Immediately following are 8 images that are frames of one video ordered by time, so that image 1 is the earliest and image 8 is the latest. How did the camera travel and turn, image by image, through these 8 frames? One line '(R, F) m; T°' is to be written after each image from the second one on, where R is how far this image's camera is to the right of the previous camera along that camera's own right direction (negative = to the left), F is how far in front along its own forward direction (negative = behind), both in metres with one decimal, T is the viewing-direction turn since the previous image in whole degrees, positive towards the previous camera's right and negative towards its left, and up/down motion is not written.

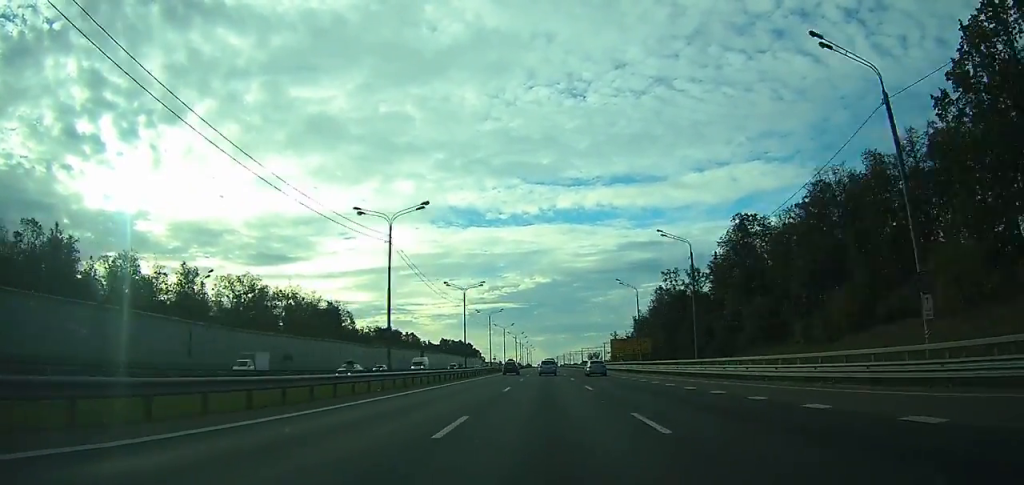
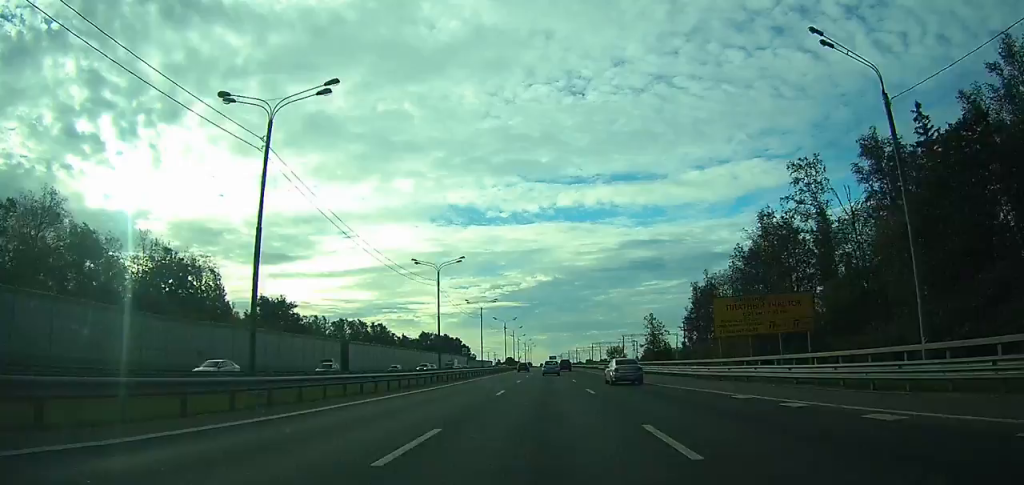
(0.0, +63.9) m; 0°
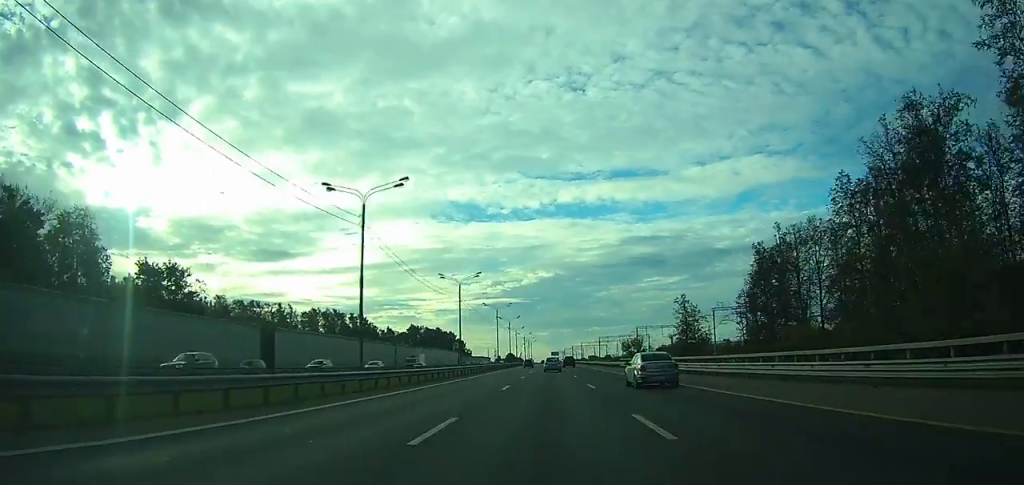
(-0.1, +30.2) m; 0°
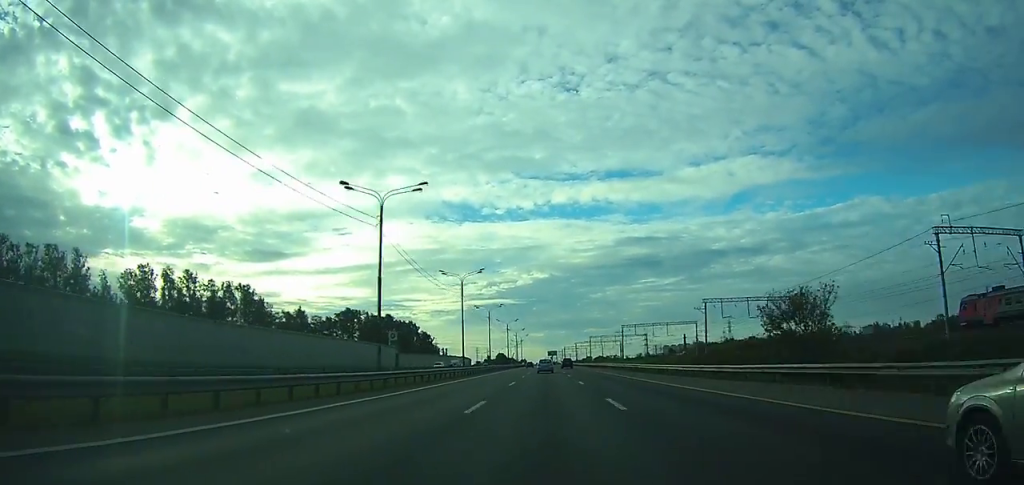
(+0.1, +87.9) m; 0°
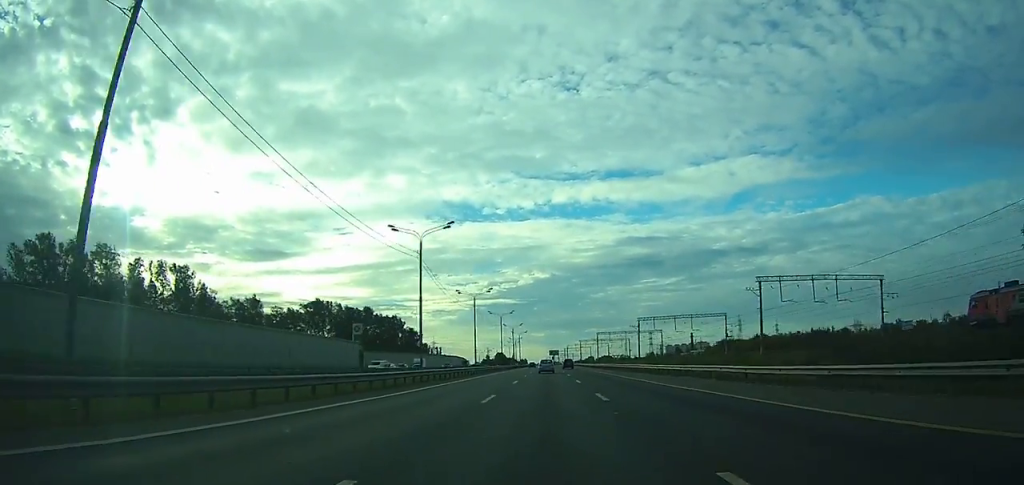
(0.0, +28.5) m; 0°
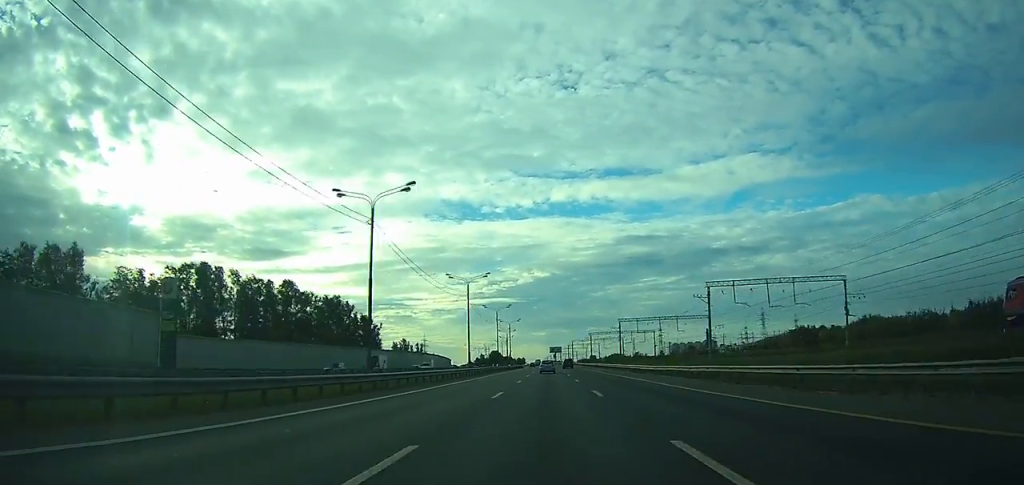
(-0.1, +66.9) m; 0°
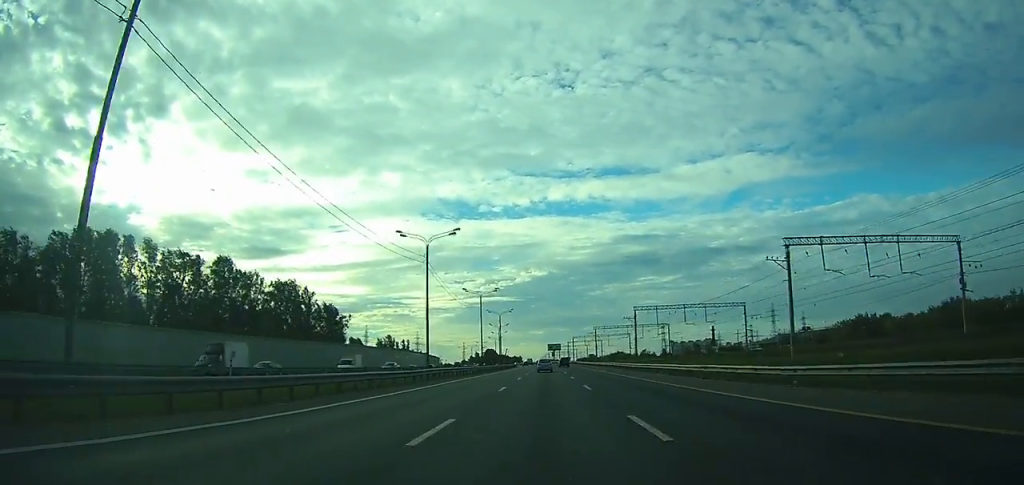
(-0.1, +31.7) m; 0°
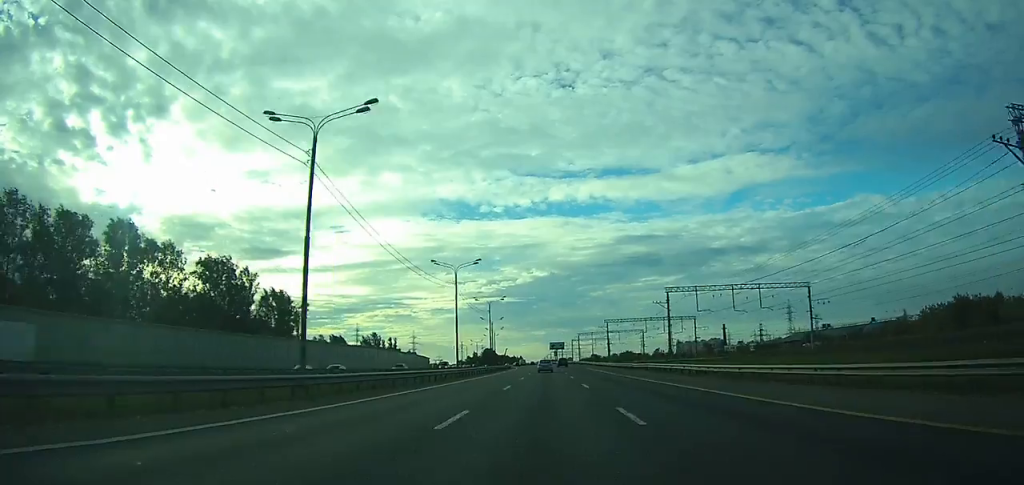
(-0.1, +32.3) m; 0°
